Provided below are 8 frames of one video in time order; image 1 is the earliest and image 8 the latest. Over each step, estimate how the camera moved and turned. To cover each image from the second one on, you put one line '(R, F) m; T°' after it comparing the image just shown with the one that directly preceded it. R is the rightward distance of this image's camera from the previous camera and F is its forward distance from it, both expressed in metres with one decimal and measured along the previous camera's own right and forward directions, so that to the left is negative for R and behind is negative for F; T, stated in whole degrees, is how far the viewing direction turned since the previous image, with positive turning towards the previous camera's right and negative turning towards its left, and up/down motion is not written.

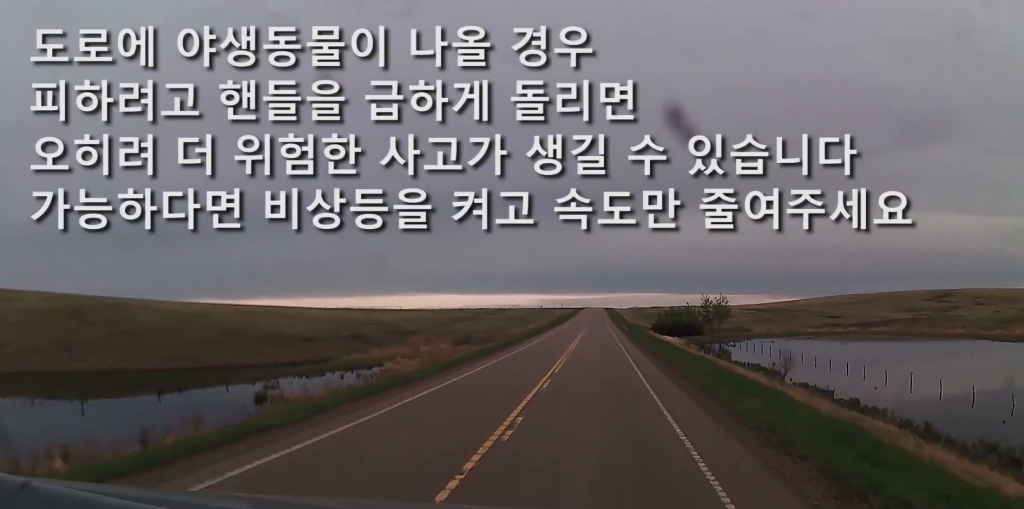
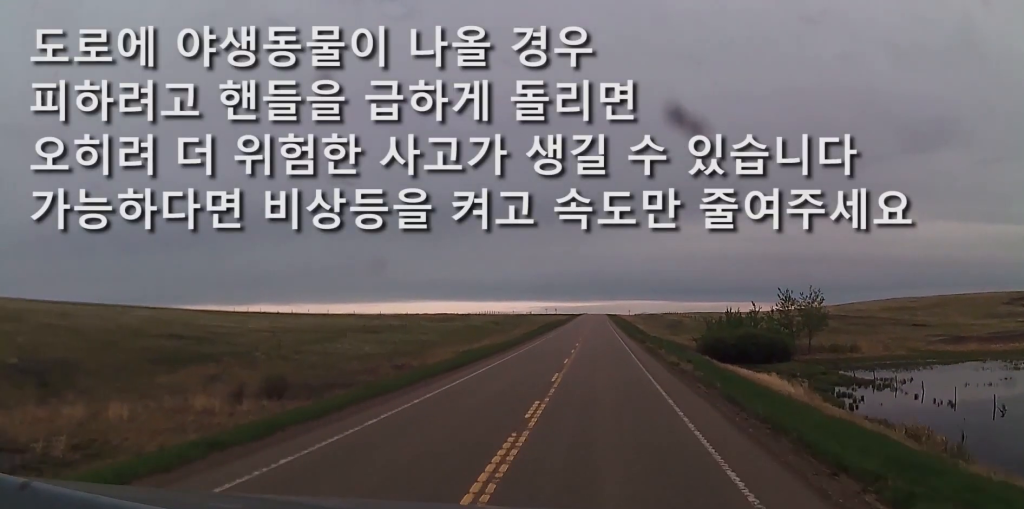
(+0.5, +63.2) m; 0°
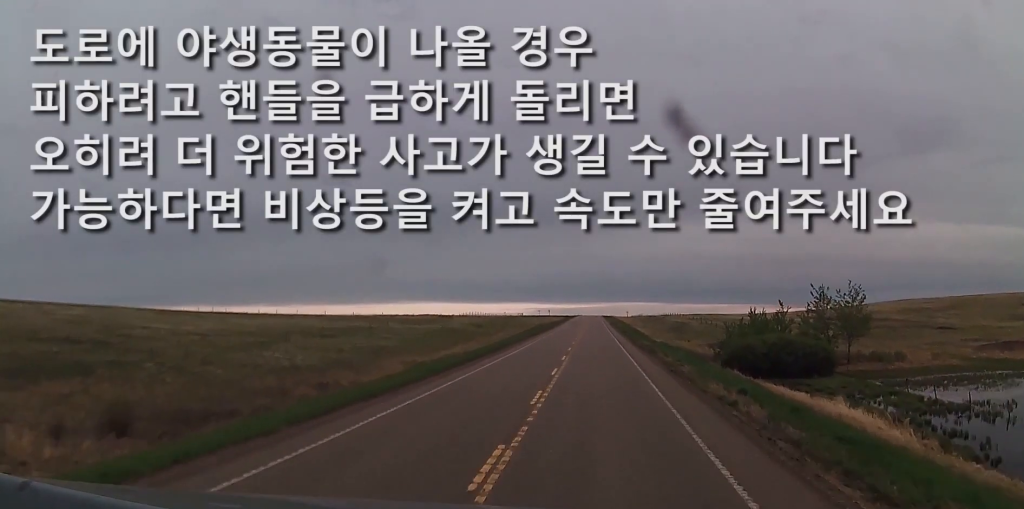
(+0.1, +15.7) m; 0°
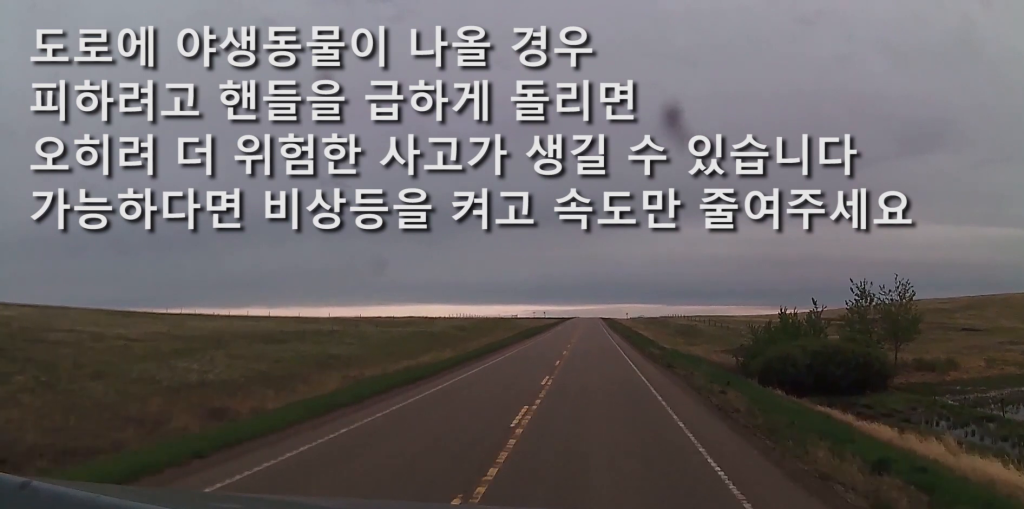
(-0.1, +11.9) m; 0°
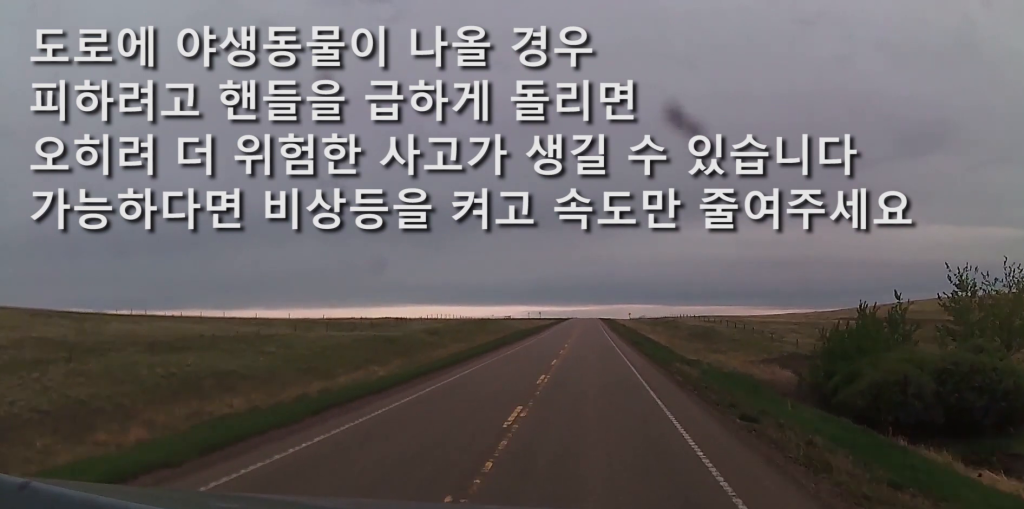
(-0.2, +17.8) m; 0°
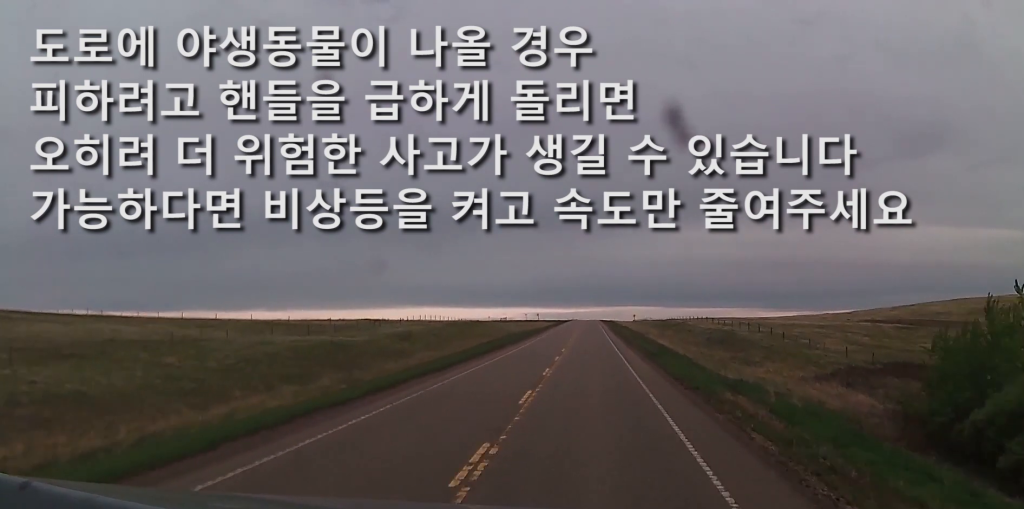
(+0.3, +14.2) m; 0°
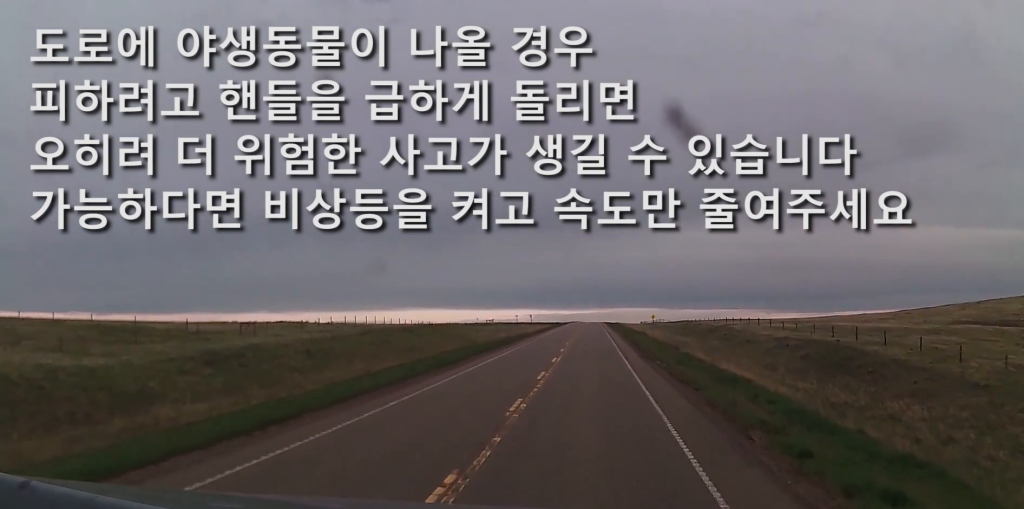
(0.0, +38.8) m; 0°
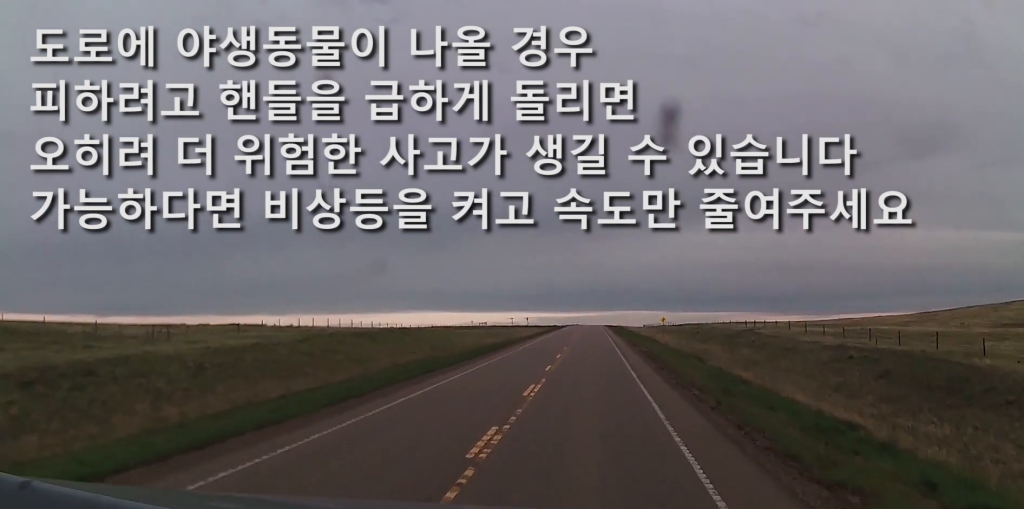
(0.0, +13.9) m; 0°
